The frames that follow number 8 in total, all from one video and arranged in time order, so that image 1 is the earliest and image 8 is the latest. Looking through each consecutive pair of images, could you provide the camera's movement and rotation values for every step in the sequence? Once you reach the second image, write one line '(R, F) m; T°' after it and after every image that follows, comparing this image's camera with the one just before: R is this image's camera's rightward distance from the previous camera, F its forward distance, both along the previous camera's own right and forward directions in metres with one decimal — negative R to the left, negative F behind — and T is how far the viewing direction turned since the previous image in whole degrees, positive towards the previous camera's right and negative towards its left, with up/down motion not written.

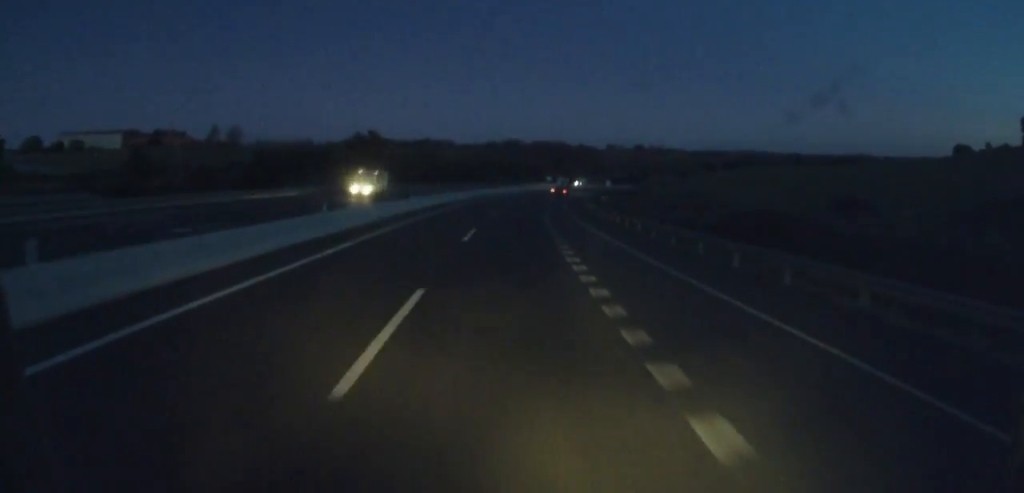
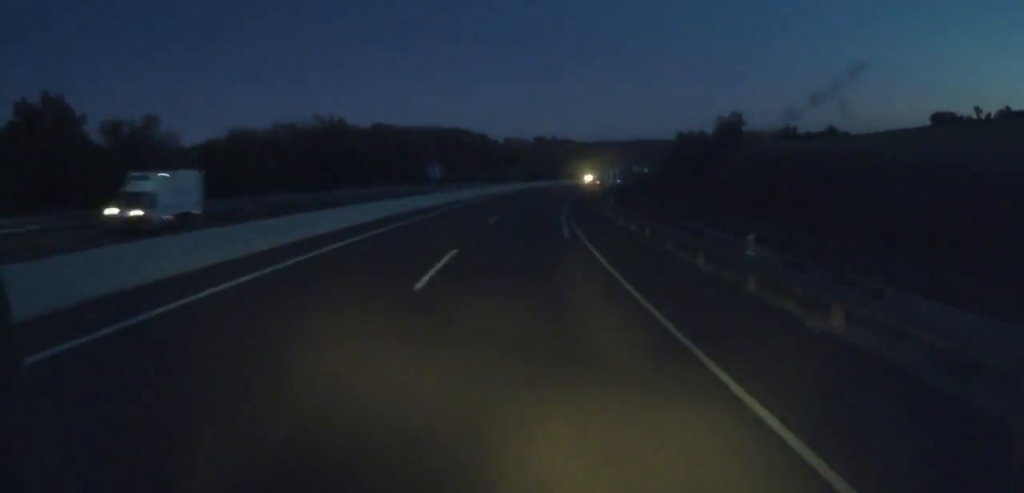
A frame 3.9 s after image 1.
(+3.6, +97.0) m; +7°
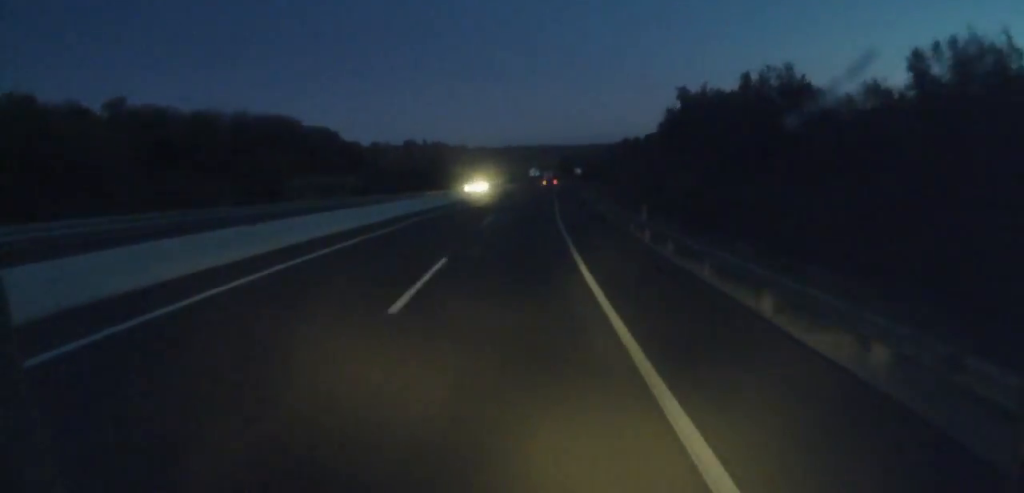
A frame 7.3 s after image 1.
(+6.0, +85.6) m; +7°
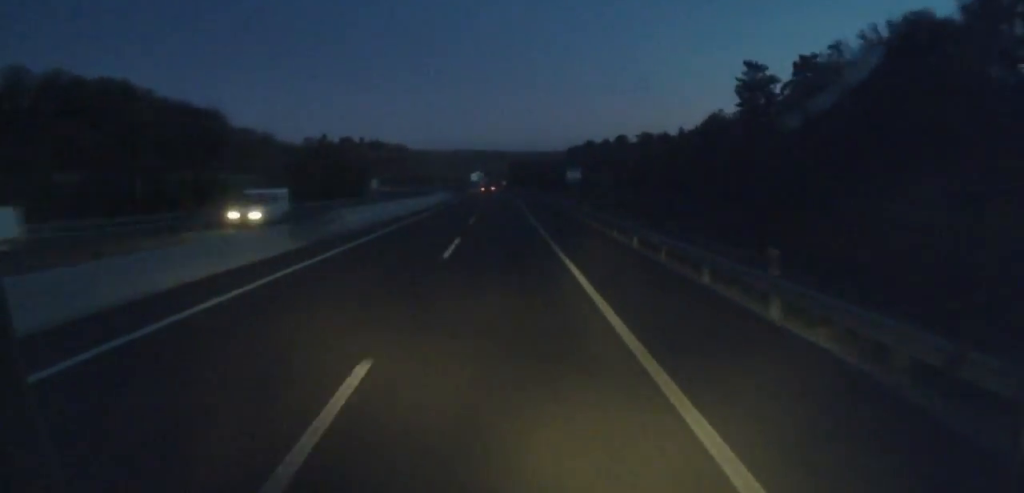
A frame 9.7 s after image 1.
(+3.3, +58.6) m; +4°
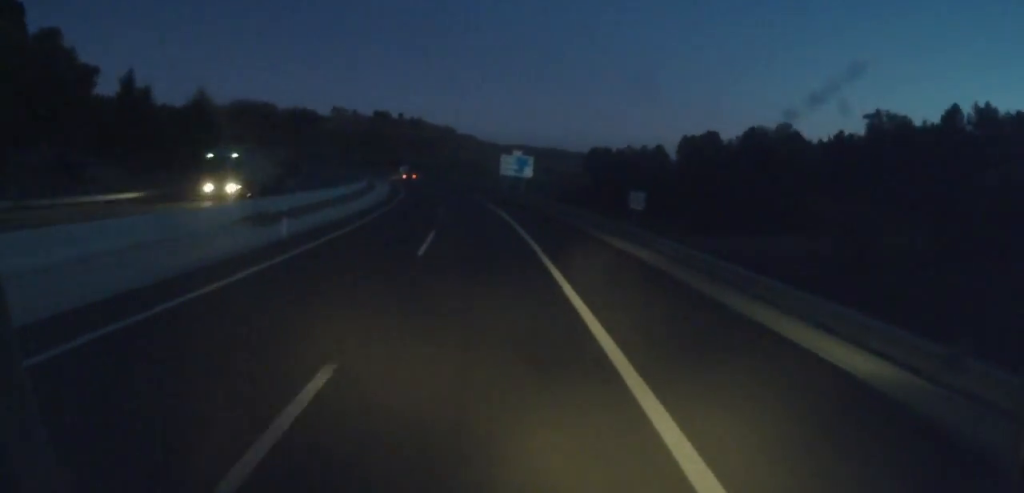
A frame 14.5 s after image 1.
(+1.9, +117.1) m; -3°
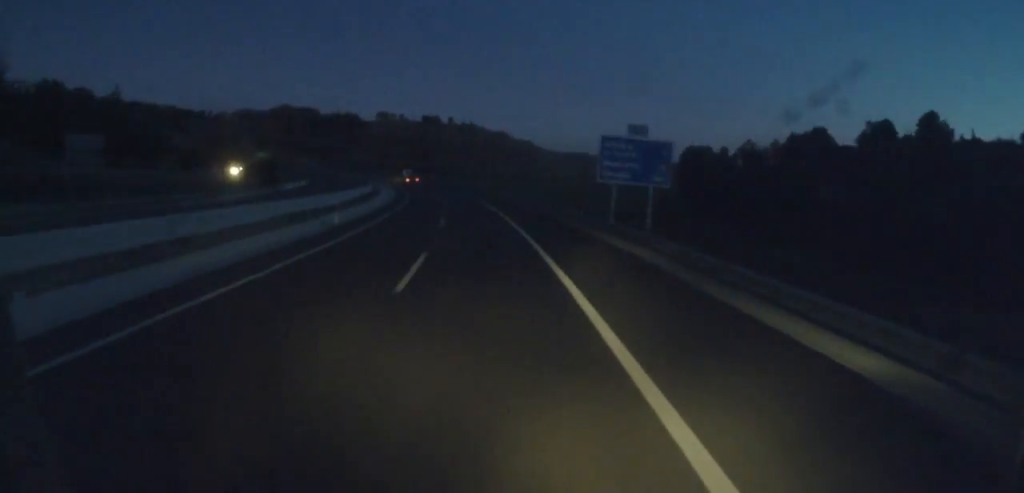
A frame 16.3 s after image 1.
(-1.3, +44.3) m; -4°
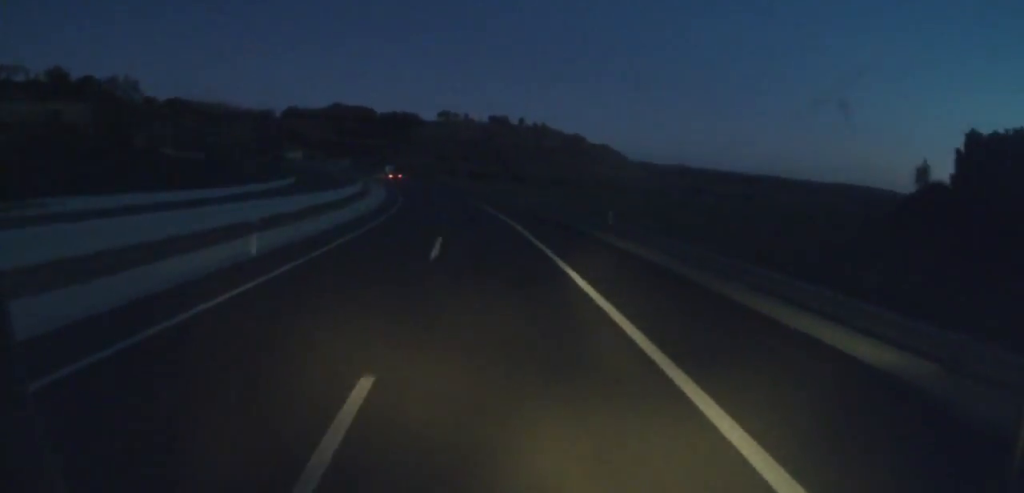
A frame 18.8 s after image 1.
(-1.9, +64.6) m; -7°
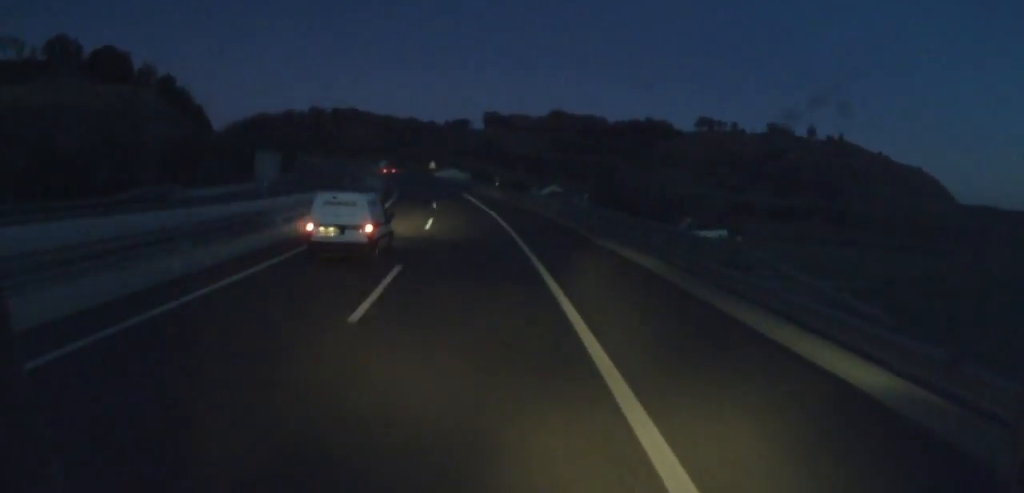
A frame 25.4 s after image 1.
(-31.7, +162.5) m; -22°
